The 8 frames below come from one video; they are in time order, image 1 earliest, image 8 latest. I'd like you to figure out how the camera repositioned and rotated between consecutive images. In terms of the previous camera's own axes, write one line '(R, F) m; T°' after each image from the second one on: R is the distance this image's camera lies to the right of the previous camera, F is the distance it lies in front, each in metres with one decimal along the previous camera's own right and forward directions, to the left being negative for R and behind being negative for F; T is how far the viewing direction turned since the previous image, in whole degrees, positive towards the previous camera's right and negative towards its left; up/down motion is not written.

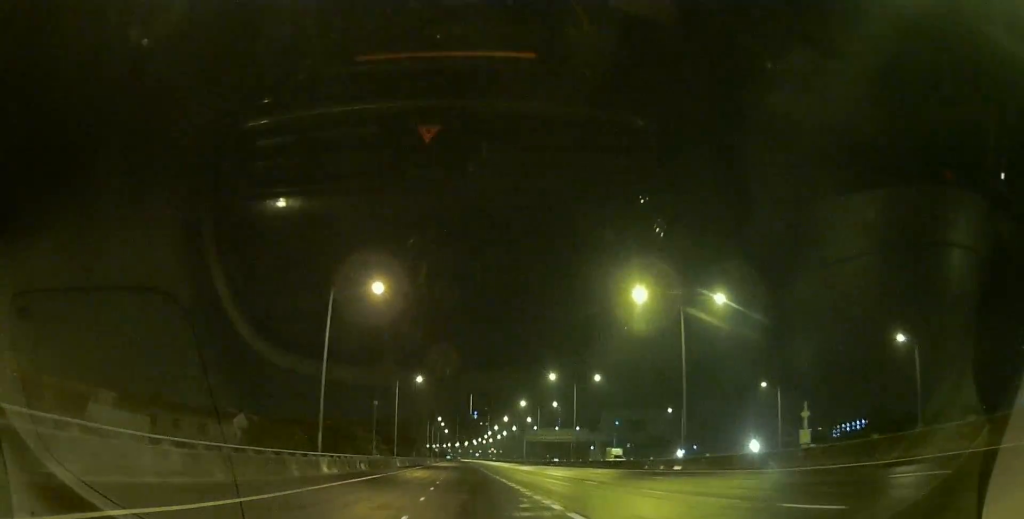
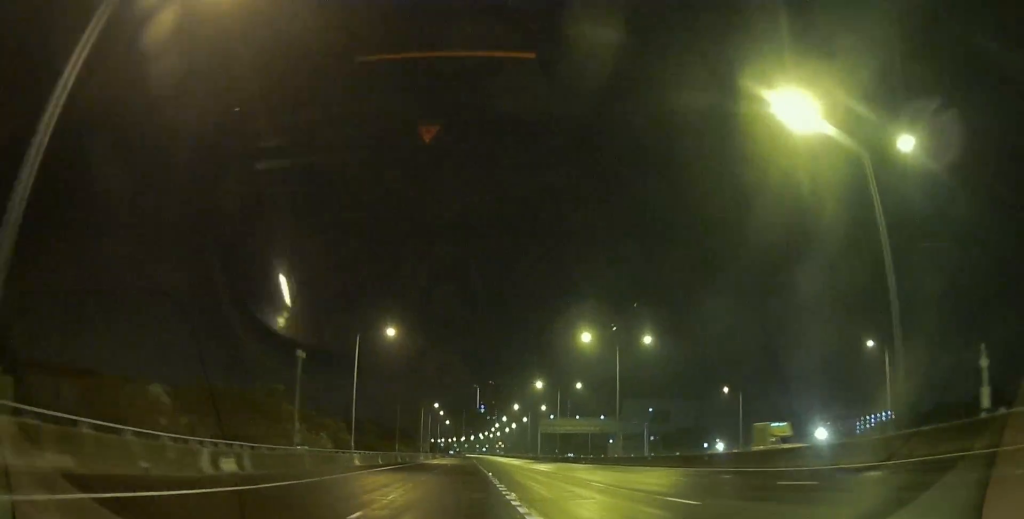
(0.0, +22.1) m; 0°
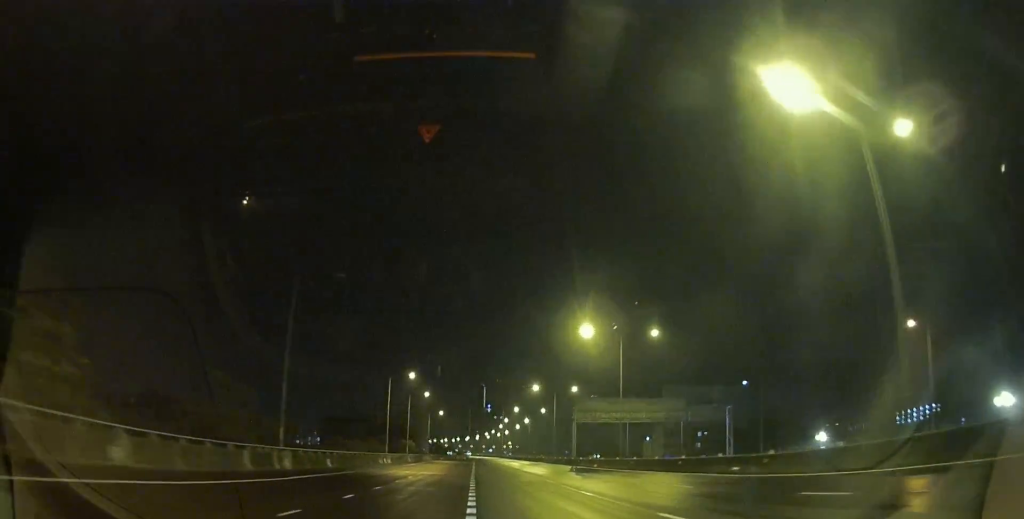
(-0.2, +39.5) m; 0°
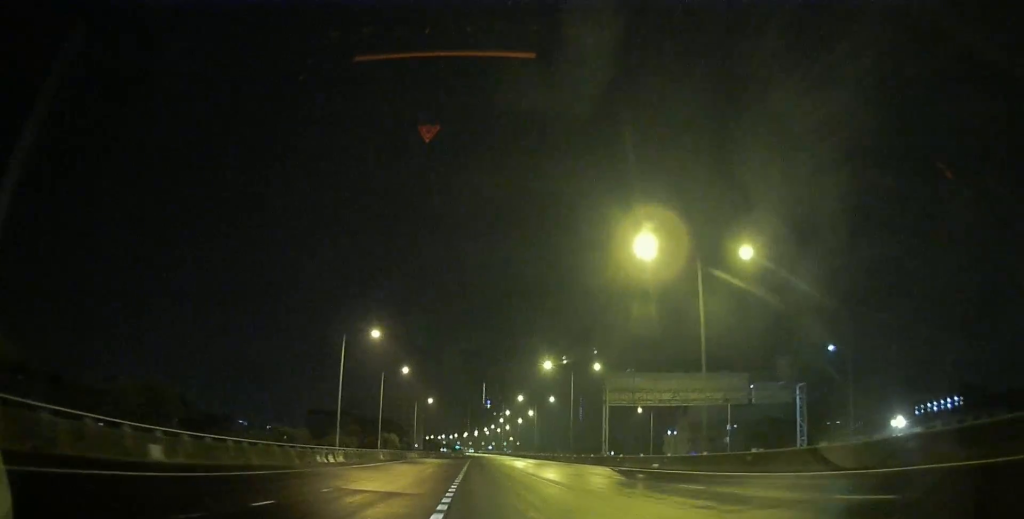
(0.0, +20.4) m; 0°
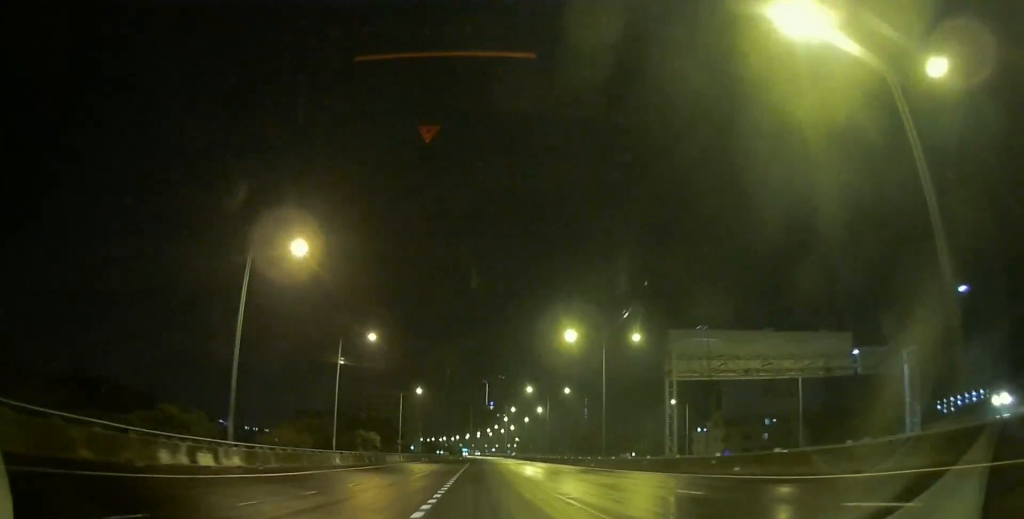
(-0.1, +18.9) m; -1°
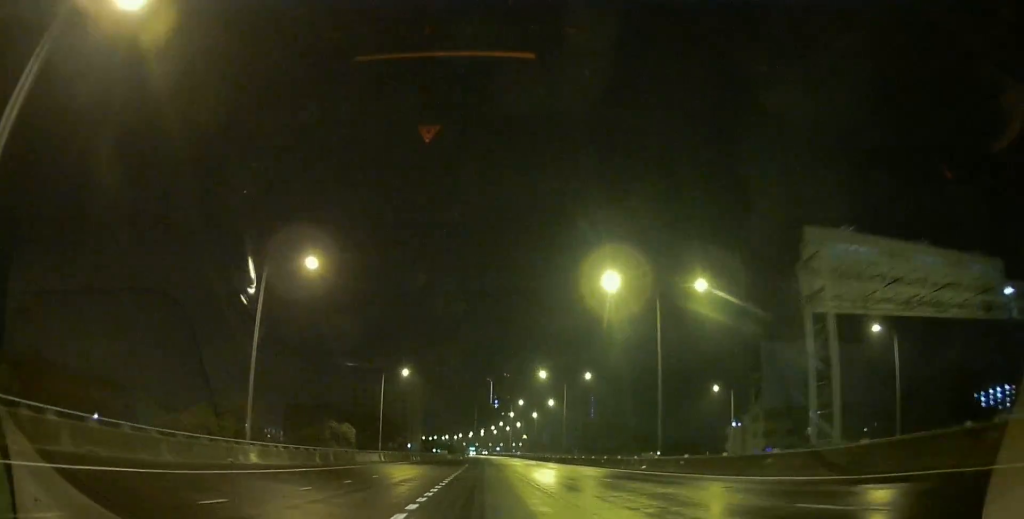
(-0.1, +16.6) m; 0°
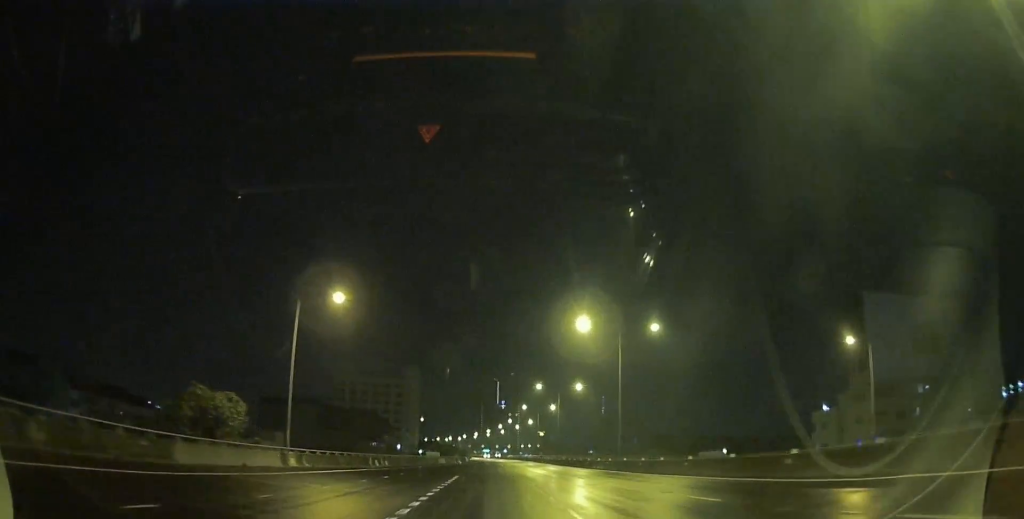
(-0.1, +30.6) m; 0°
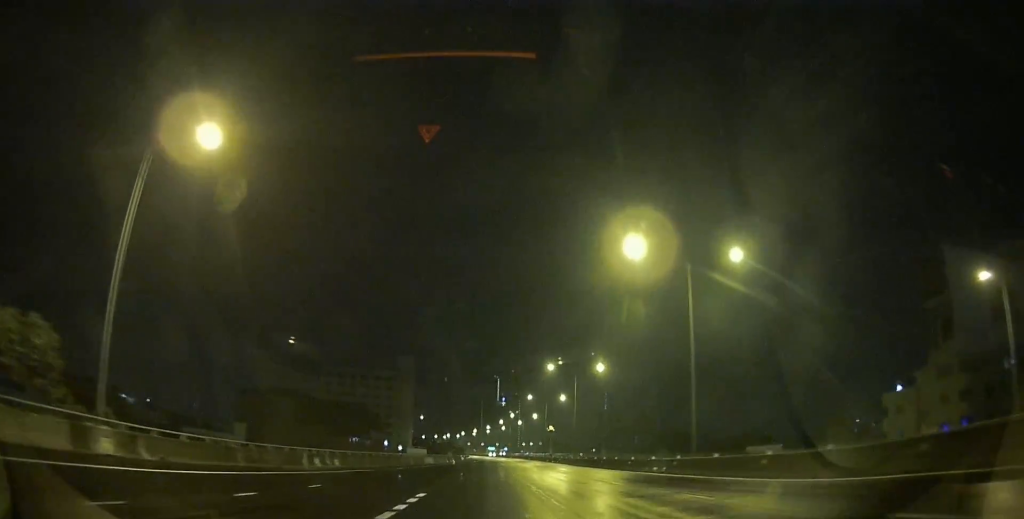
(0.0, +17.7) m; 0°
